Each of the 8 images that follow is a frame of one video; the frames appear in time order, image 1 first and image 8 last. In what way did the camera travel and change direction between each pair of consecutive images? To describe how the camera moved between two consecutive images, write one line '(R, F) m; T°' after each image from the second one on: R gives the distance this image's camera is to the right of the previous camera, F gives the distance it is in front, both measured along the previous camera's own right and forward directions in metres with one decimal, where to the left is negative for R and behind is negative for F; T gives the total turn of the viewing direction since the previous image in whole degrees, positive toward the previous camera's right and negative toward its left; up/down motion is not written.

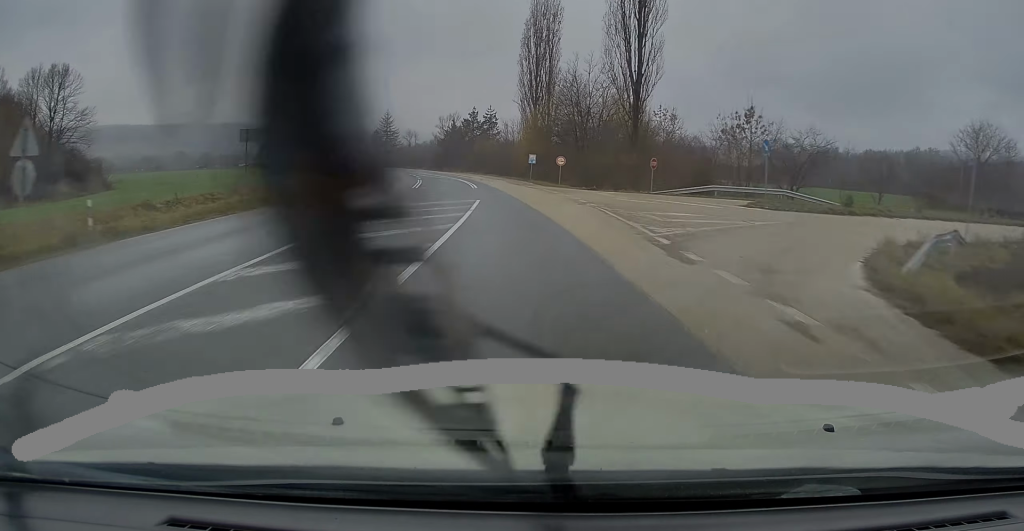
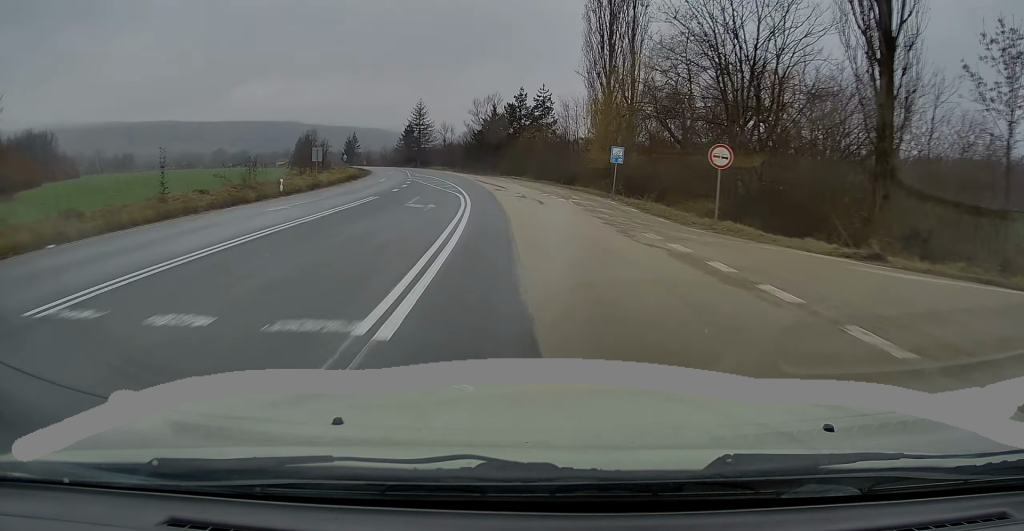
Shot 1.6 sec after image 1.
(-1.0, +31.2) m; -5°
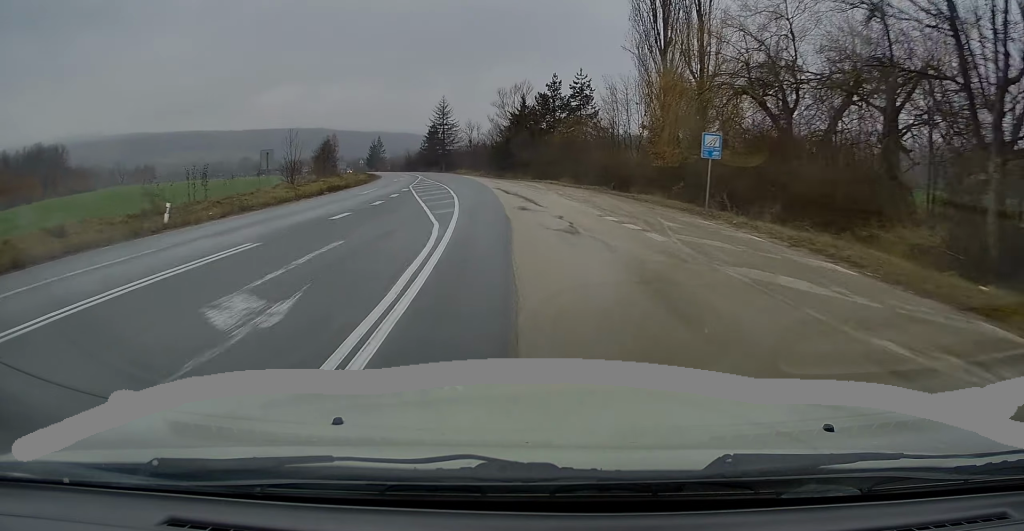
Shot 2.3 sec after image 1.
(-0.1, +13.6) m; -3°
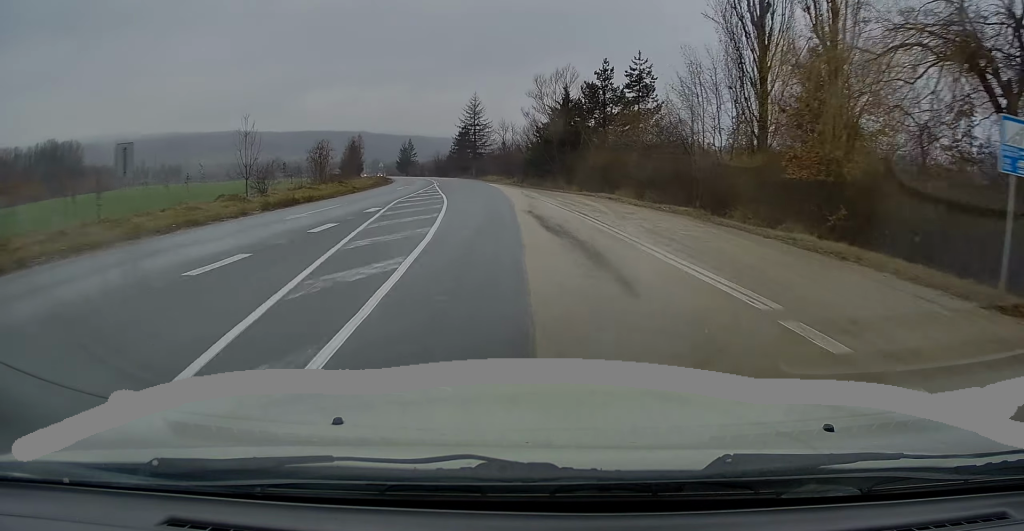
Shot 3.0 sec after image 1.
(-0.6, +14.2) m; -3°
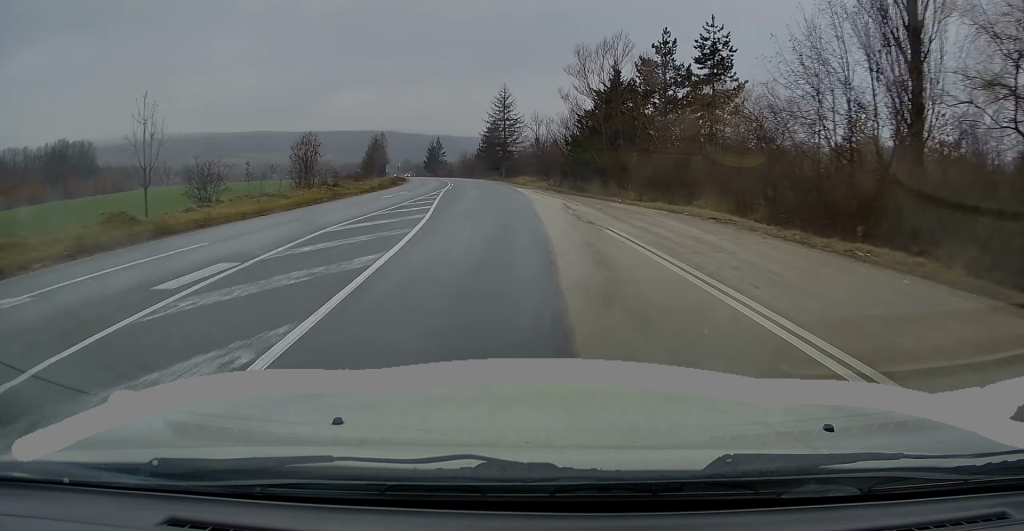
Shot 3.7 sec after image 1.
(-0.3, +13.1) m; -3°
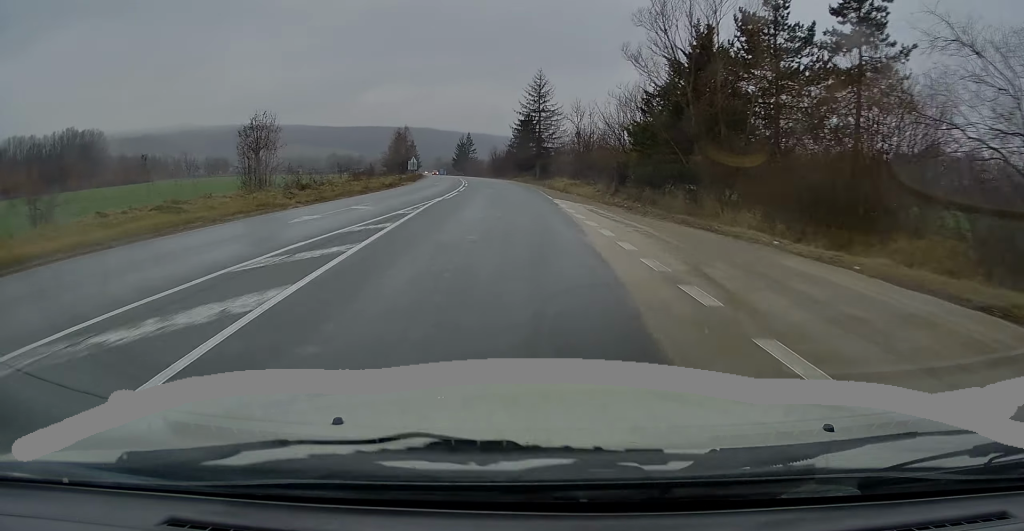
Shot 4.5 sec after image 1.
(-0.3, +15.3) m; -3°
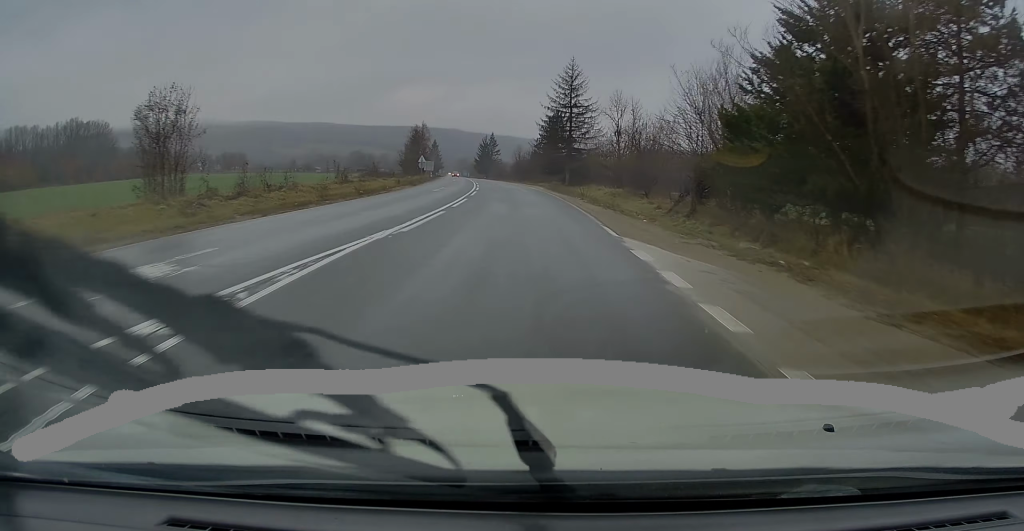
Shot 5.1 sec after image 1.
(-0.4, +12.8) m; -3°
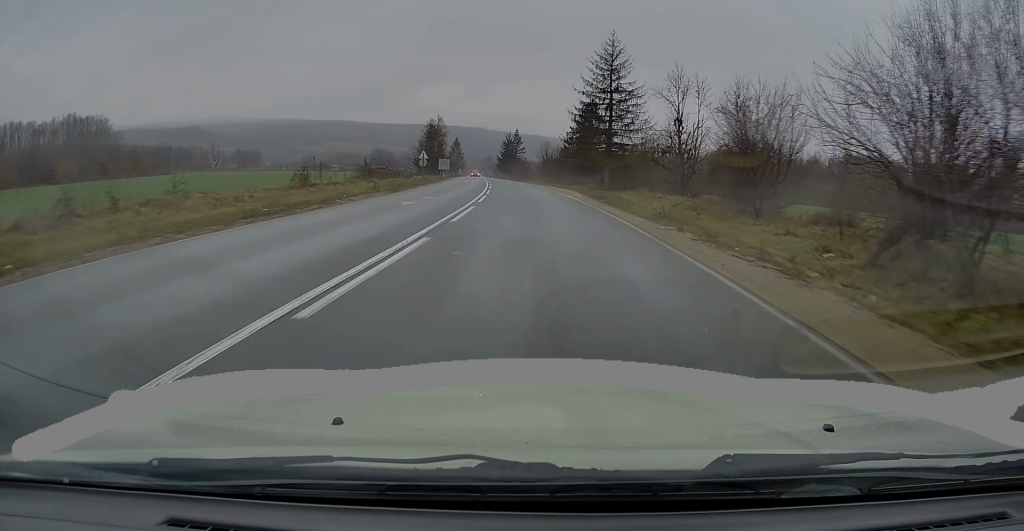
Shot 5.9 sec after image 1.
(-0.6, +15.6) m; -2°
